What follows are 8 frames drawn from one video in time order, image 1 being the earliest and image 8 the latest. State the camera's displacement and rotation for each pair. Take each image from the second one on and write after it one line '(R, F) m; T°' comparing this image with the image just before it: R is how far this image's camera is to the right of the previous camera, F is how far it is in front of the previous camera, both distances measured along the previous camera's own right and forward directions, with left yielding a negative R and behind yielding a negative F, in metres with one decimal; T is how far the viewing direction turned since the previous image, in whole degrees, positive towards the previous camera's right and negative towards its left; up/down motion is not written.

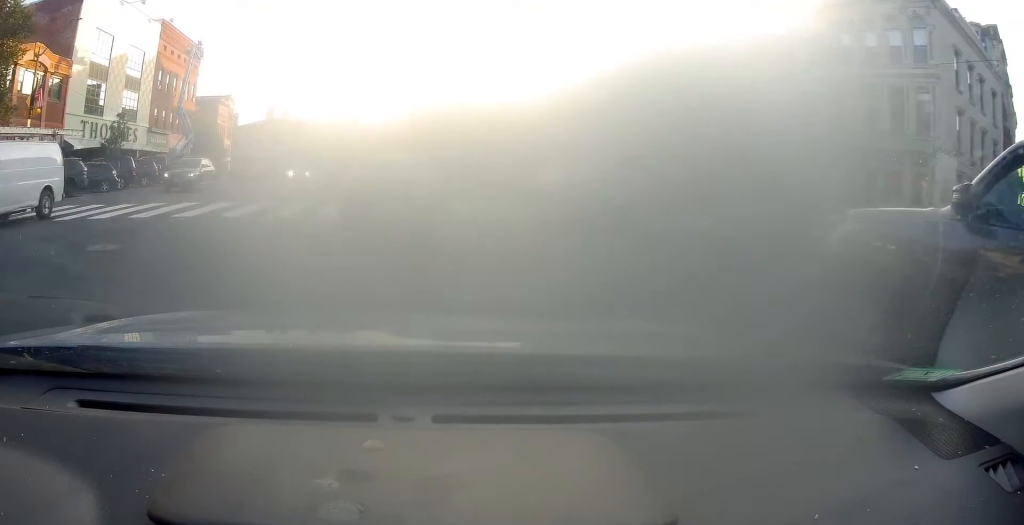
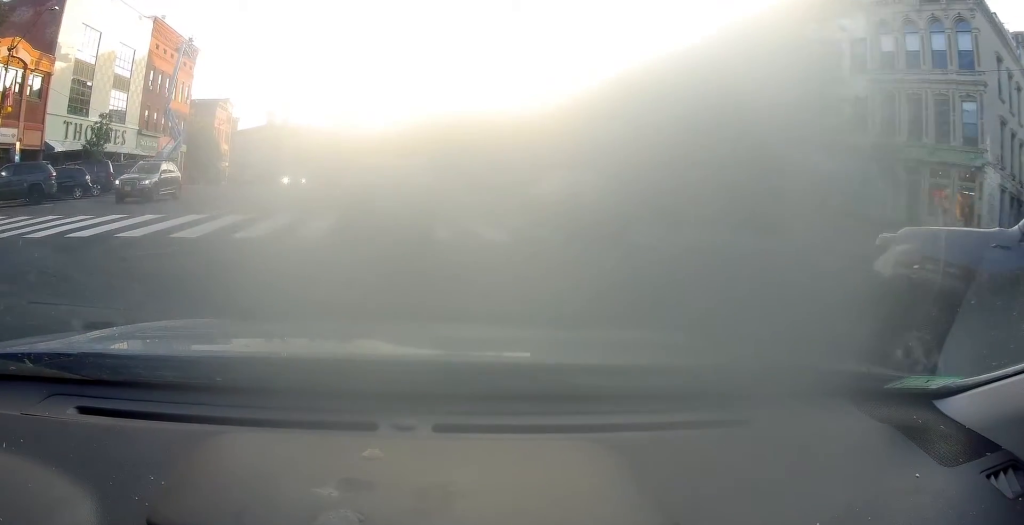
(0.0, +3.7) m; +1°
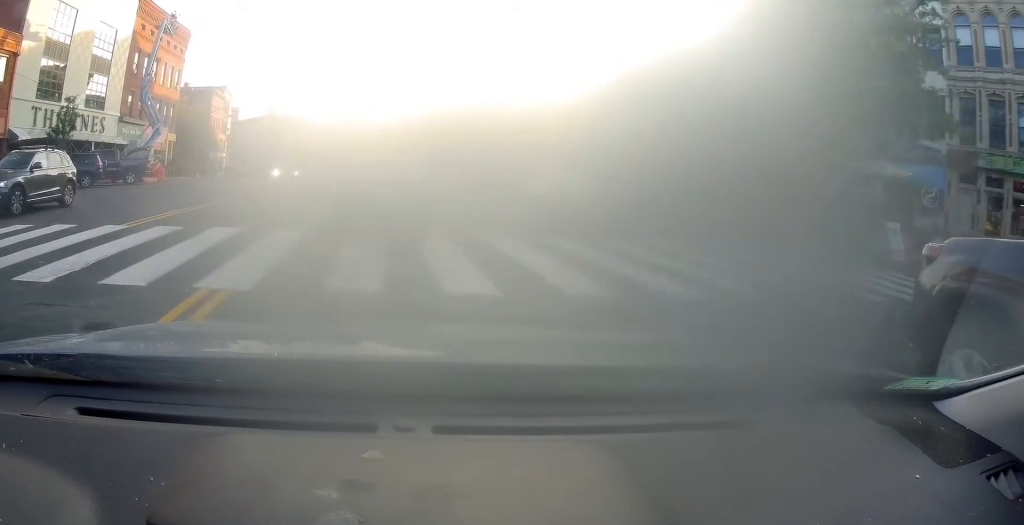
(0.0, +6.1) m; +1°
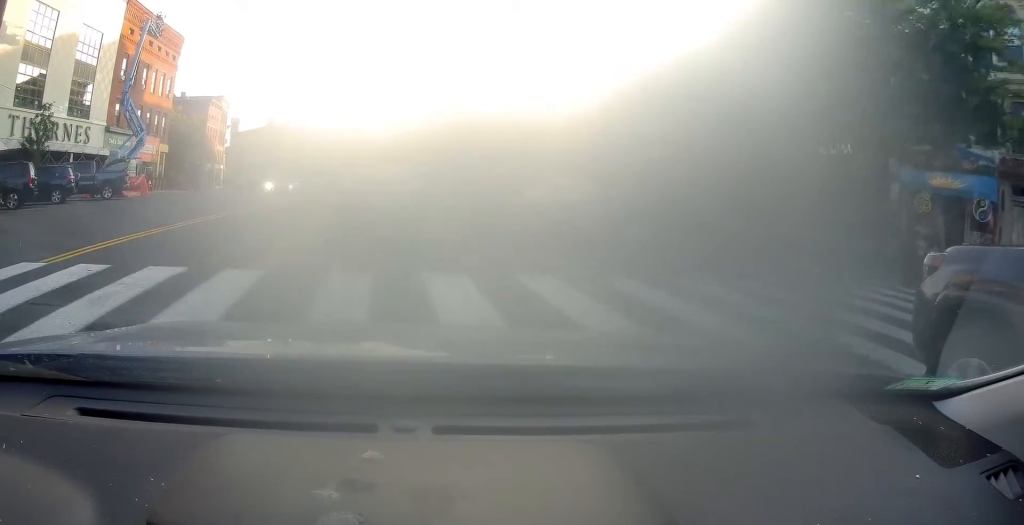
(0.0, +3.7) m; 0°
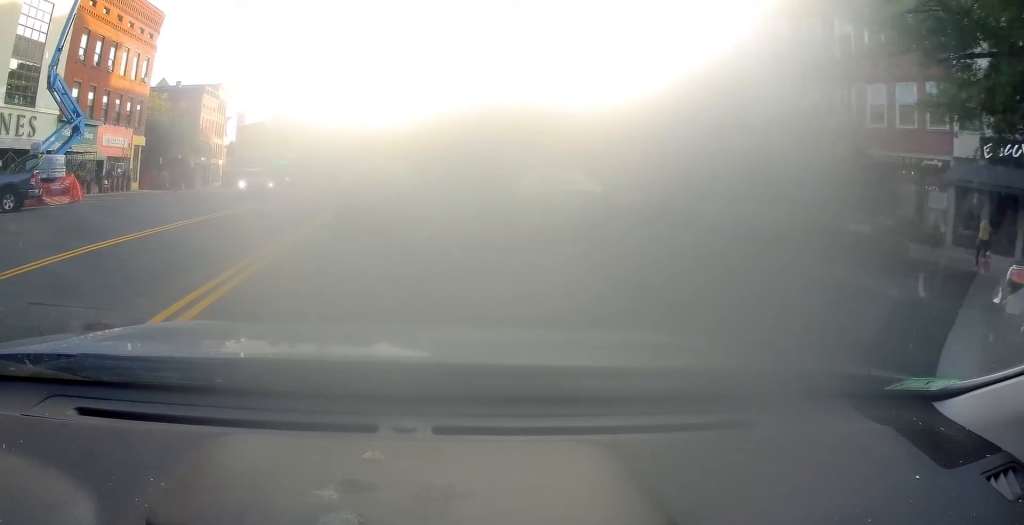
(+0.3, +11.1) m; +3°
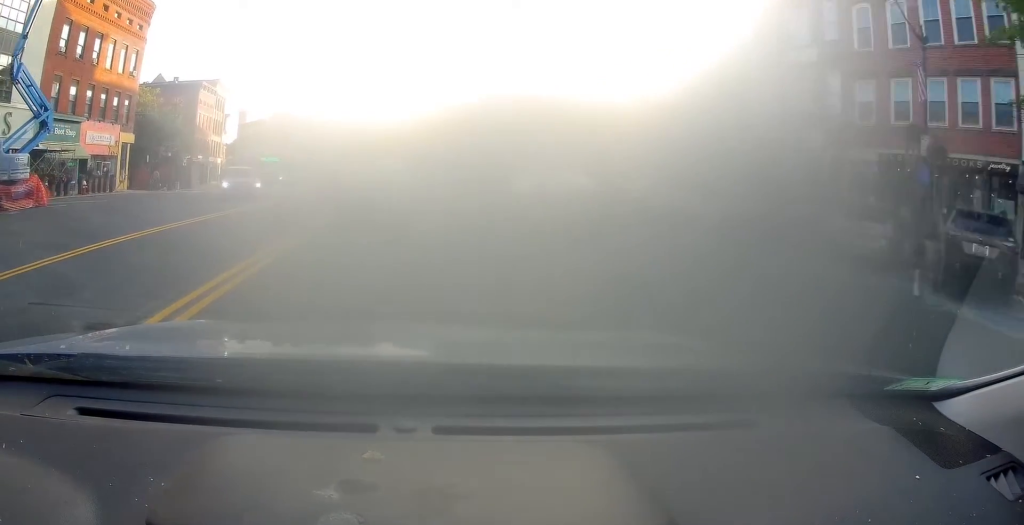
(+0.1, +3.8) m; +1°
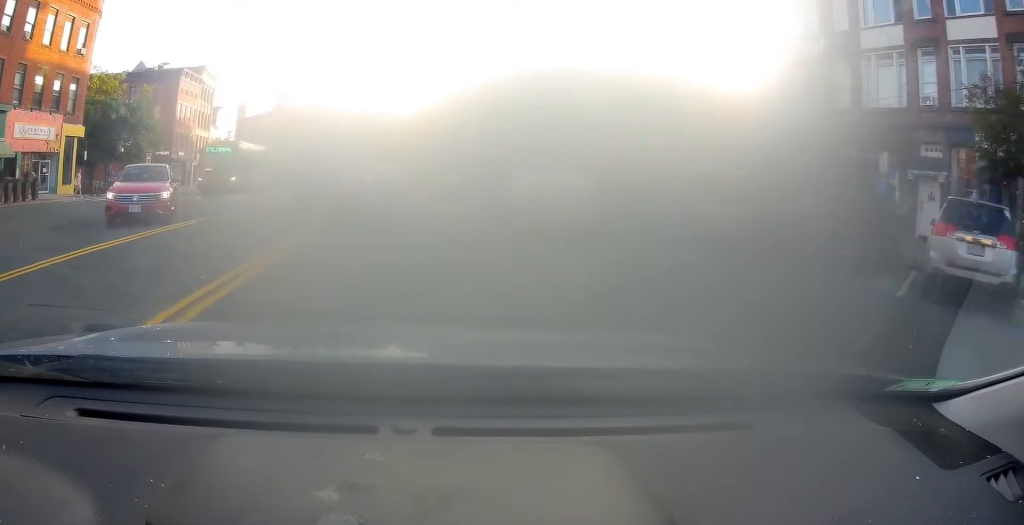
(-0.7, +11.0) m; -6°
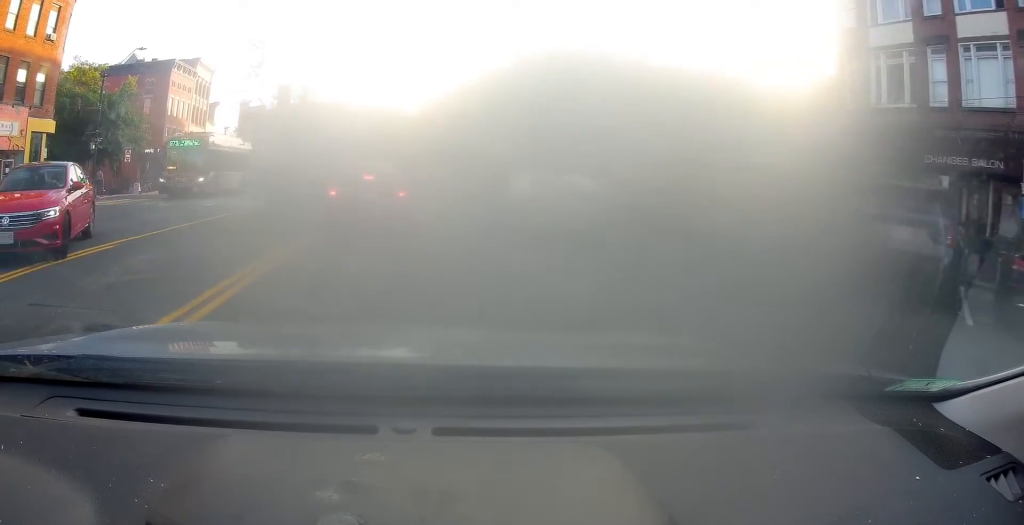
(-0.2, +5.1) m; -1°
